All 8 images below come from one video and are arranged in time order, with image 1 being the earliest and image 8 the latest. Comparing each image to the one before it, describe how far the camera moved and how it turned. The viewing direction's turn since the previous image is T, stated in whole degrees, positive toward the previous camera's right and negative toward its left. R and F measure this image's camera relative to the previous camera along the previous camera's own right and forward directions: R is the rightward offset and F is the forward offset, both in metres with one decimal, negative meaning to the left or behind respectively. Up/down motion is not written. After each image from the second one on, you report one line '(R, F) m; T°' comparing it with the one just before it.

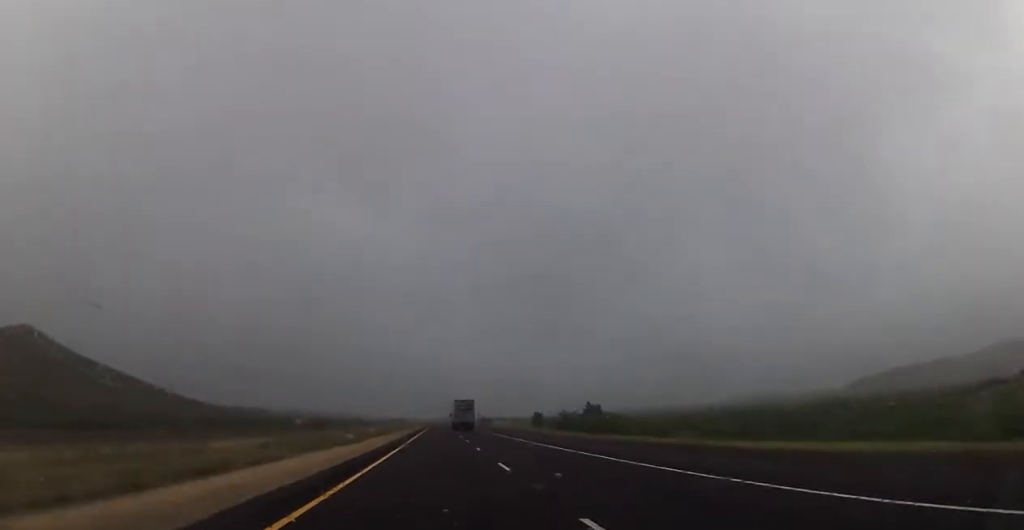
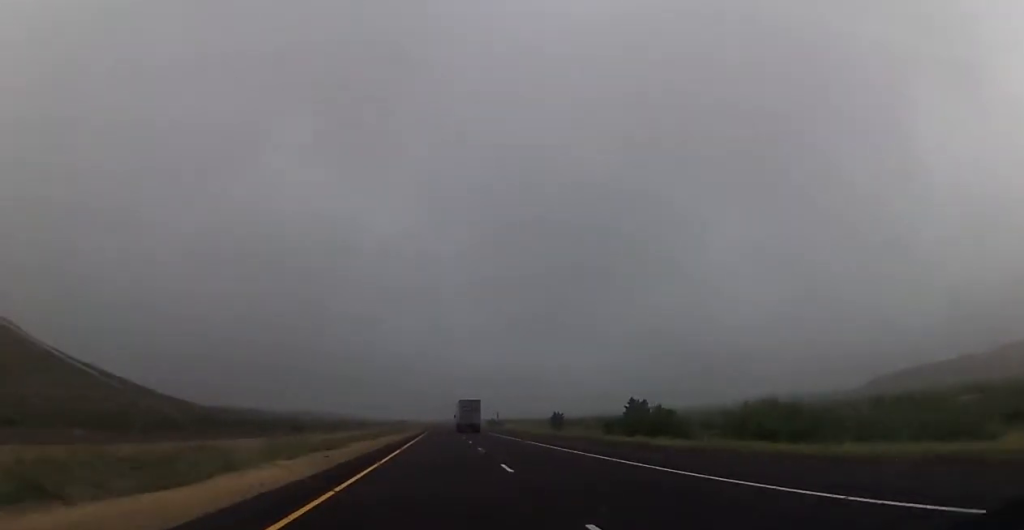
(+0.4, +36.8) m; 0°
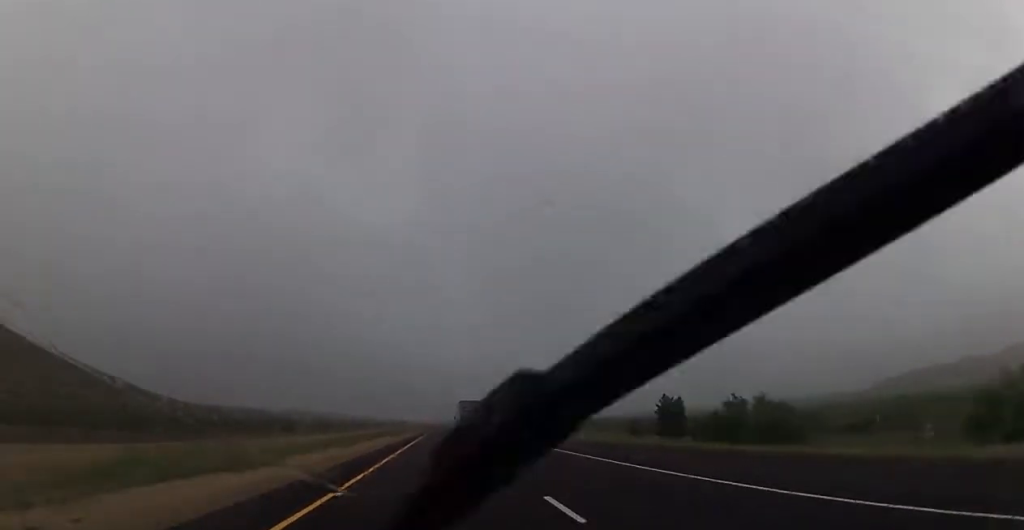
(0.0, +20.7) m; 0°
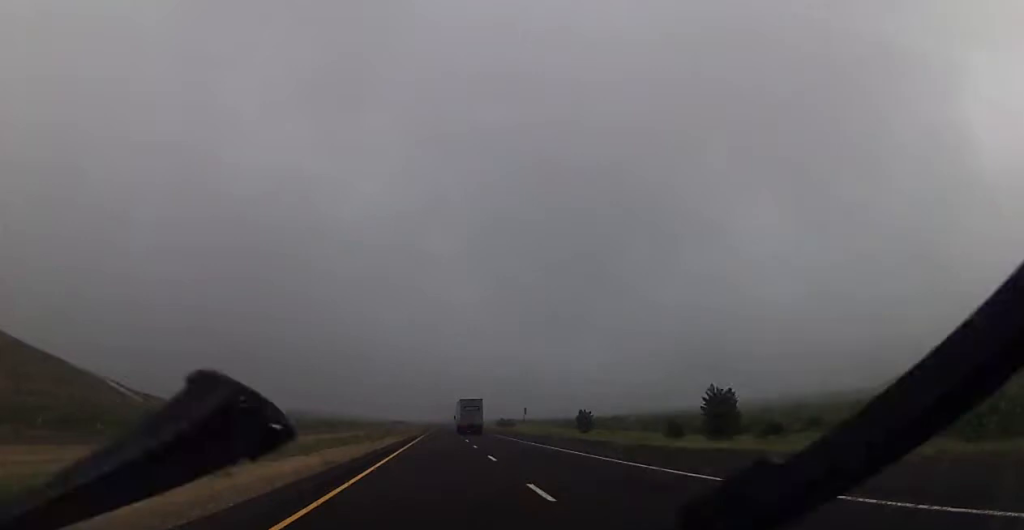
(-0.2, +21.9) m; 0°
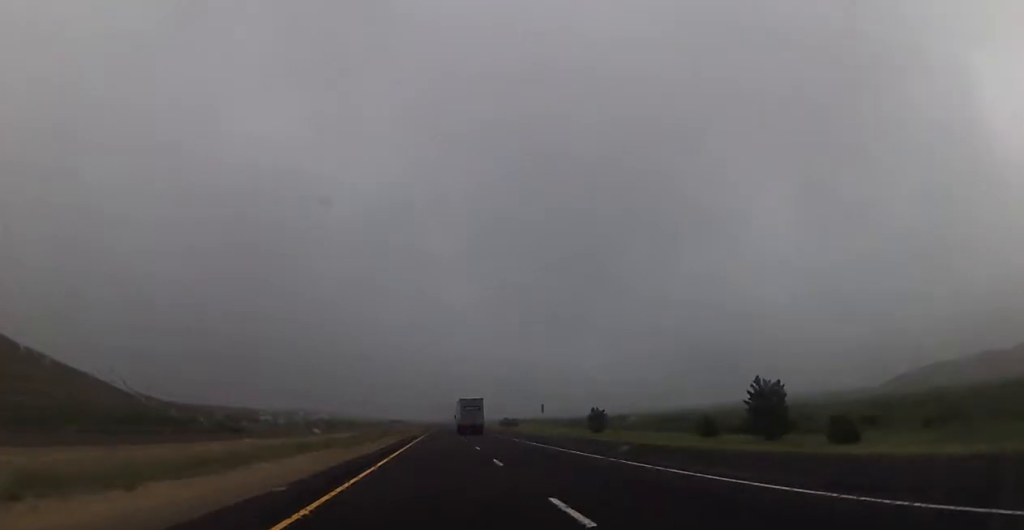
(0.0, +15.0) m; 0°
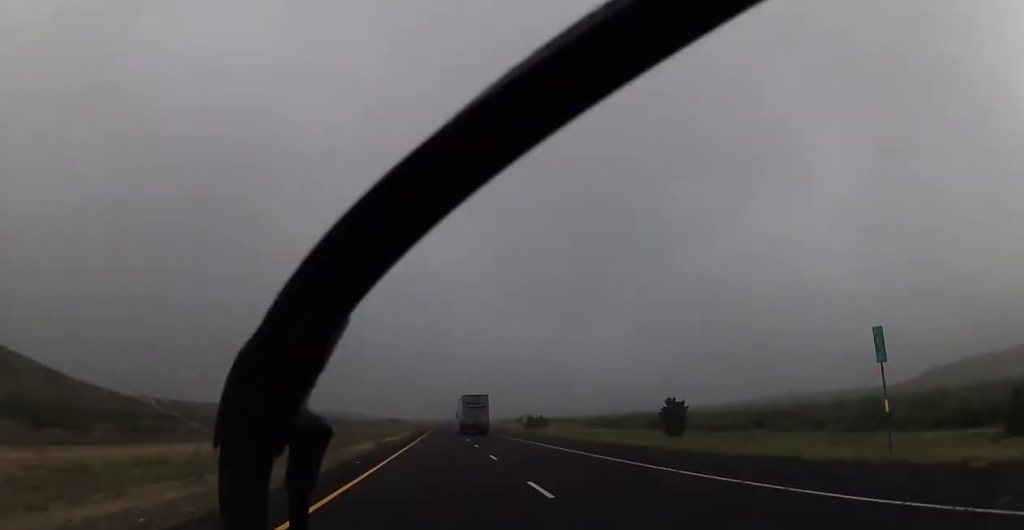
(+0.5, +57.6) m; 0°
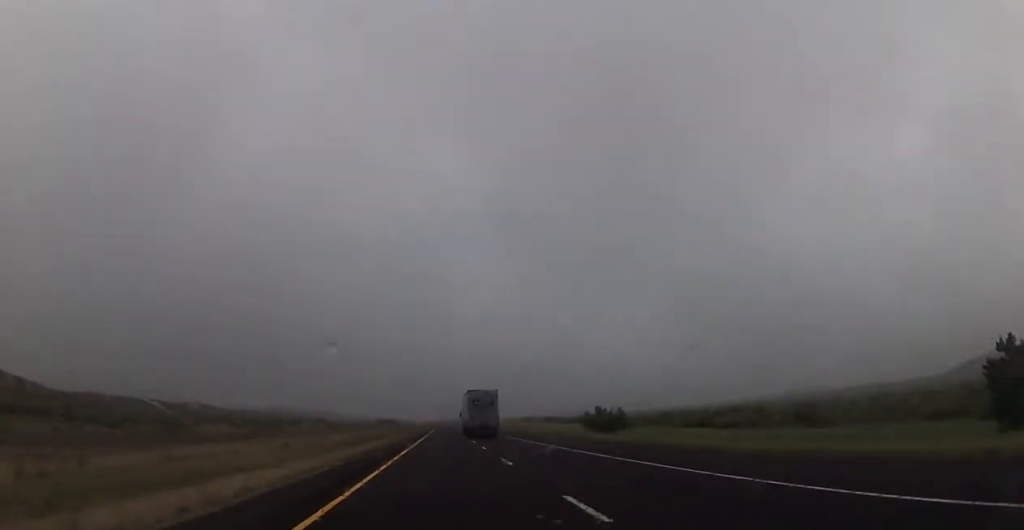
(-0.4, +75.8) m; +1°
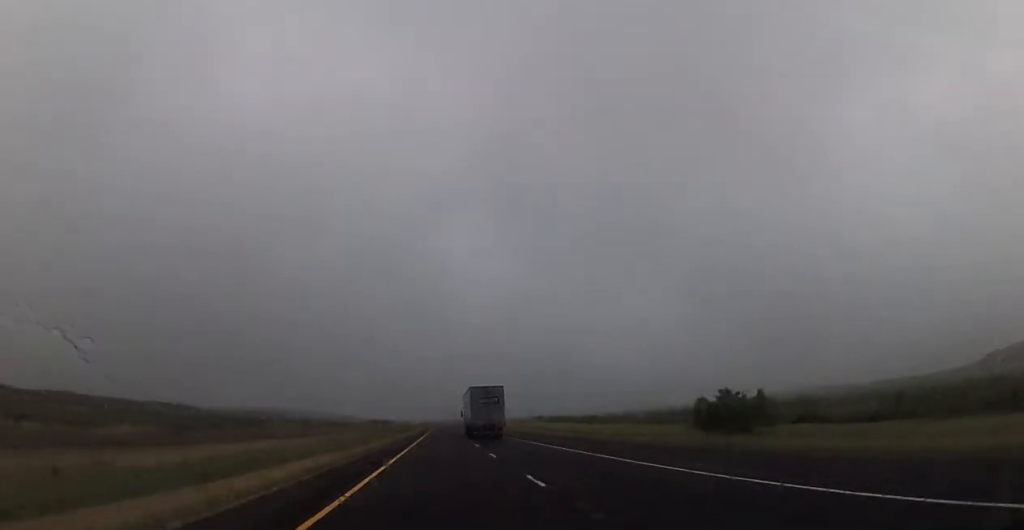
(+0.2, +43.7) m; 0°
